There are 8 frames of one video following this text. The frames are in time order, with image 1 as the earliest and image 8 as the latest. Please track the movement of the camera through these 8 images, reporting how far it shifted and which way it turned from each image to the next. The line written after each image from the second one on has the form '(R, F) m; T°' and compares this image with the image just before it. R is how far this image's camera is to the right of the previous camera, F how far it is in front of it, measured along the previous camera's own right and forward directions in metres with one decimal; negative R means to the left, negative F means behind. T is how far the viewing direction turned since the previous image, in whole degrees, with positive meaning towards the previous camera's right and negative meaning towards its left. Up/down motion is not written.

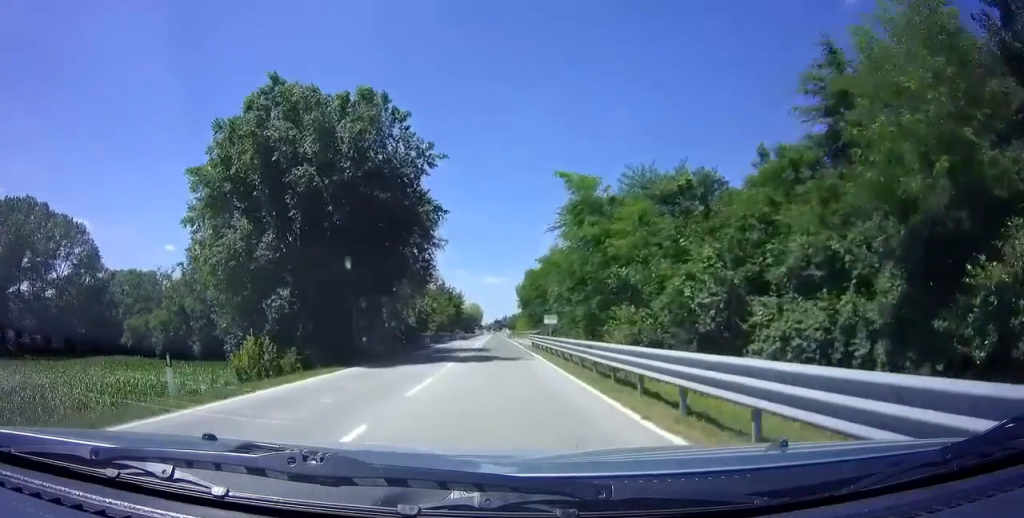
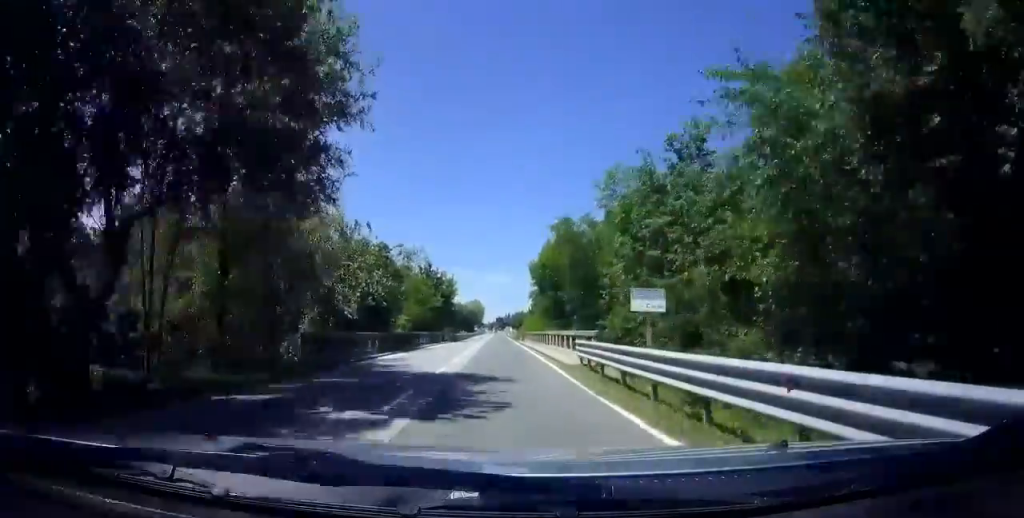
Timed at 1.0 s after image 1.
(-0.1, +23.2) m; 0°
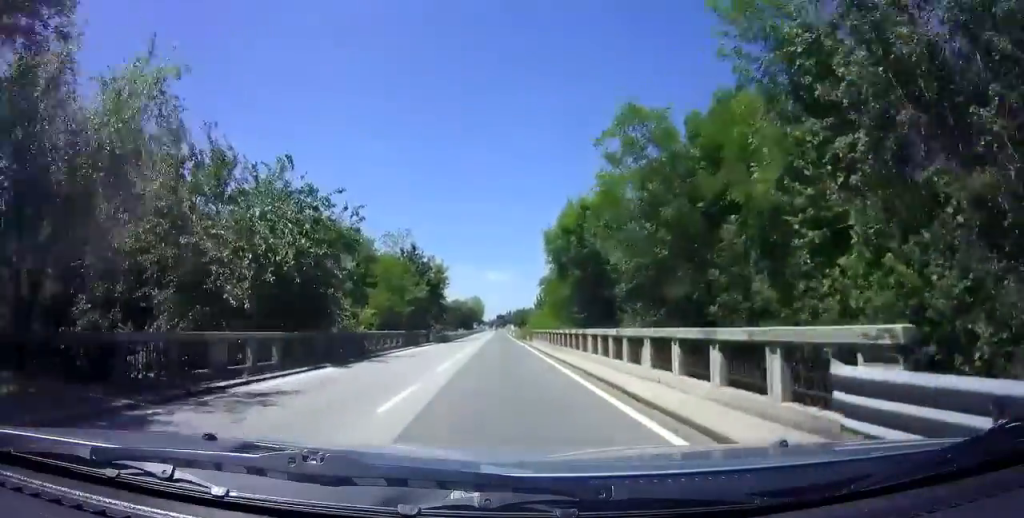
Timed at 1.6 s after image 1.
(0.0, +14.0) m; 0°
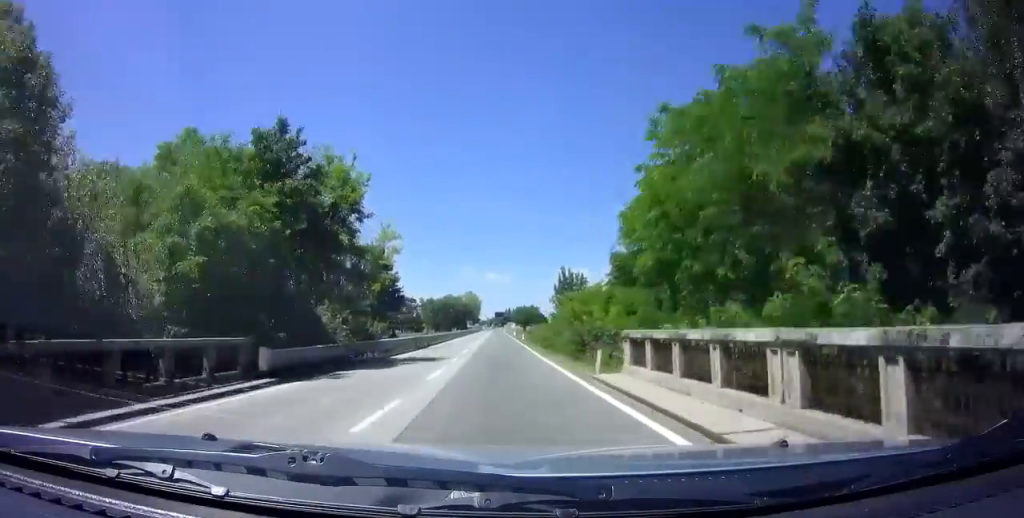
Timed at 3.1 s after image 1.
(0.0, +36.0) m; 0°
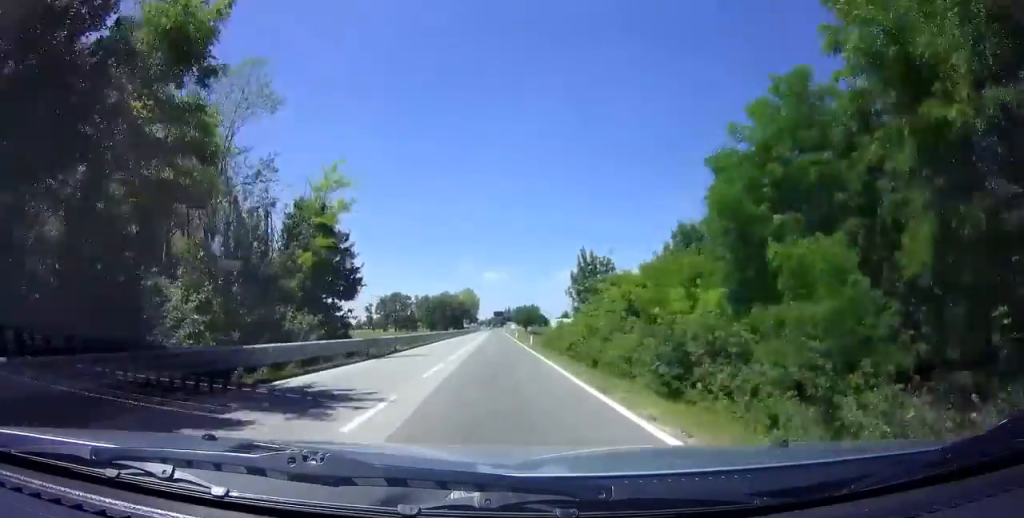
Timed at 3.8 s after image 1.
(0.0, +14.9) m; 0°
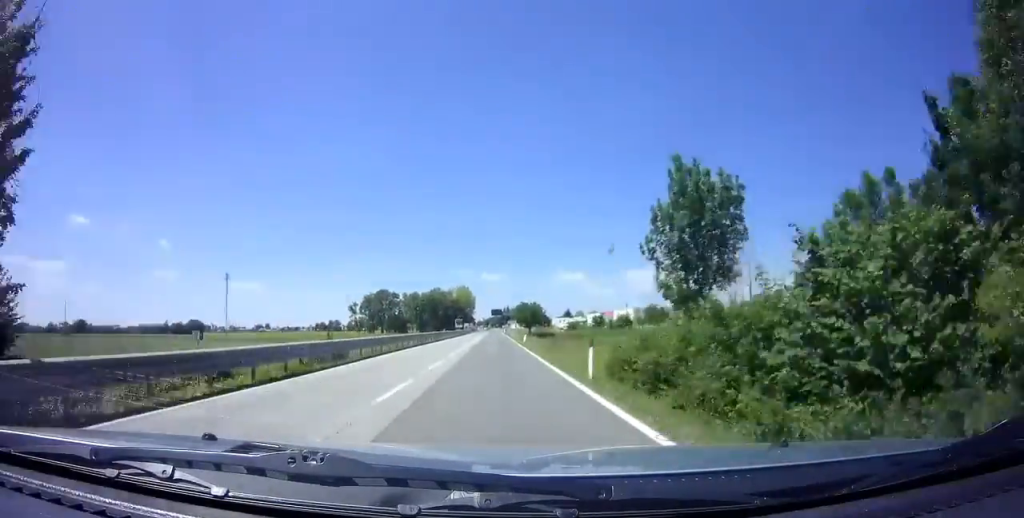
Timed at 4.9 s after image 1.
(0.0, +25.9) m; 0°
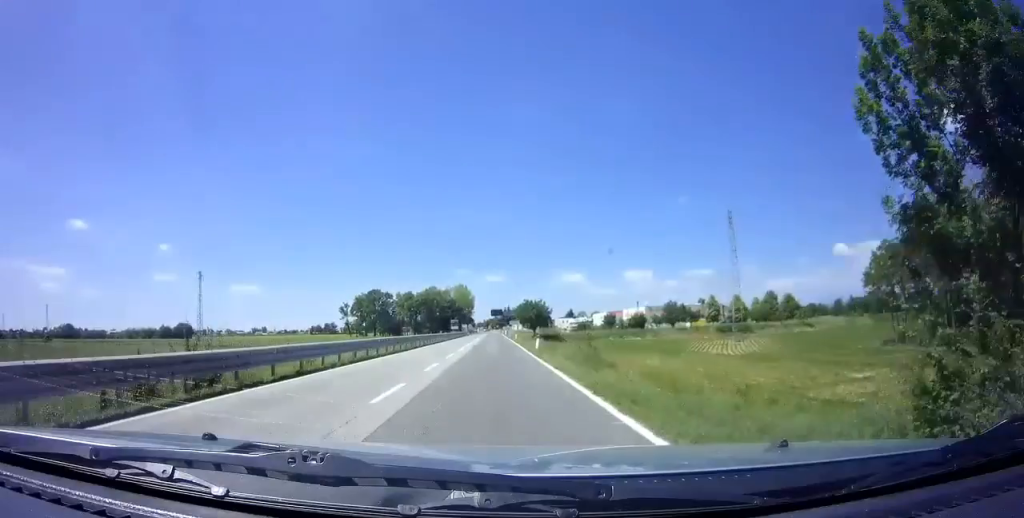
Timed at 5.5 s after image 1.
(0.0, +14.1) m; 0°
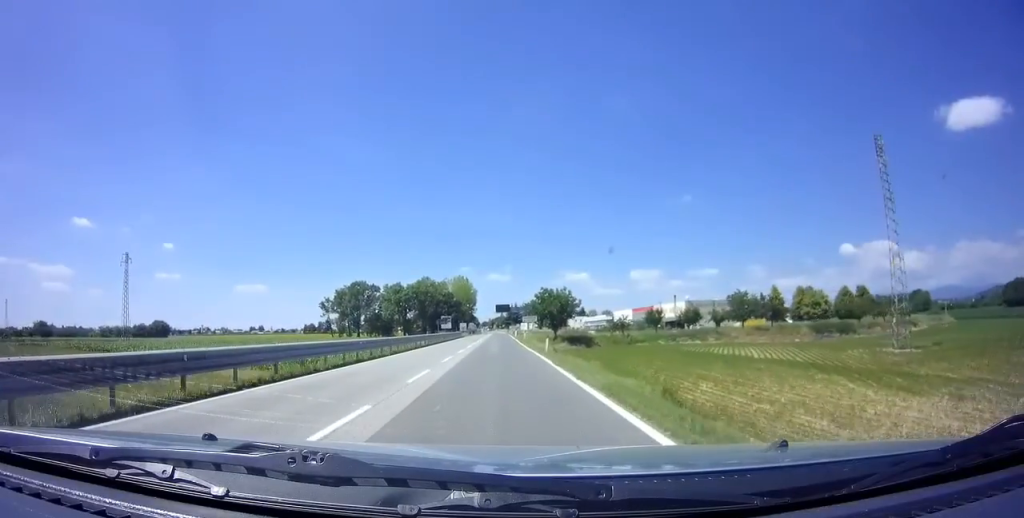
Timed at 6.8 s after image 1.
(0.0, +30.6) m; 0°
